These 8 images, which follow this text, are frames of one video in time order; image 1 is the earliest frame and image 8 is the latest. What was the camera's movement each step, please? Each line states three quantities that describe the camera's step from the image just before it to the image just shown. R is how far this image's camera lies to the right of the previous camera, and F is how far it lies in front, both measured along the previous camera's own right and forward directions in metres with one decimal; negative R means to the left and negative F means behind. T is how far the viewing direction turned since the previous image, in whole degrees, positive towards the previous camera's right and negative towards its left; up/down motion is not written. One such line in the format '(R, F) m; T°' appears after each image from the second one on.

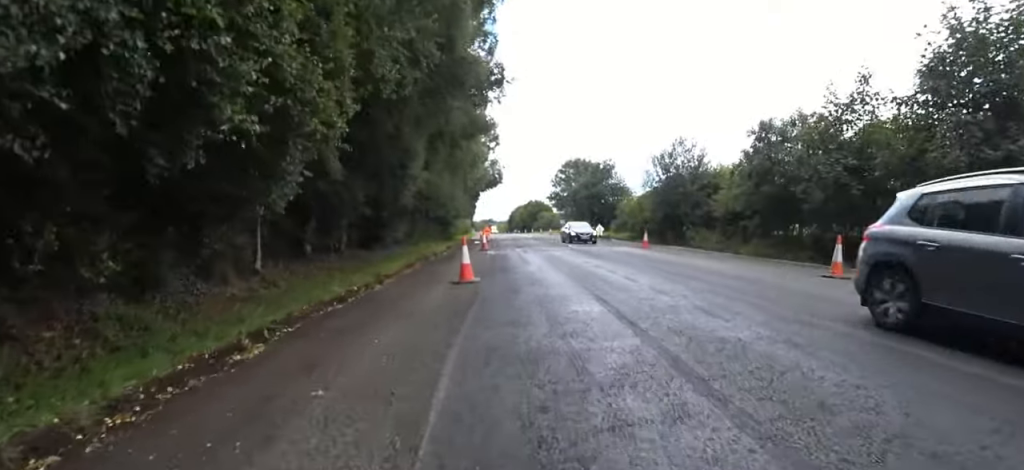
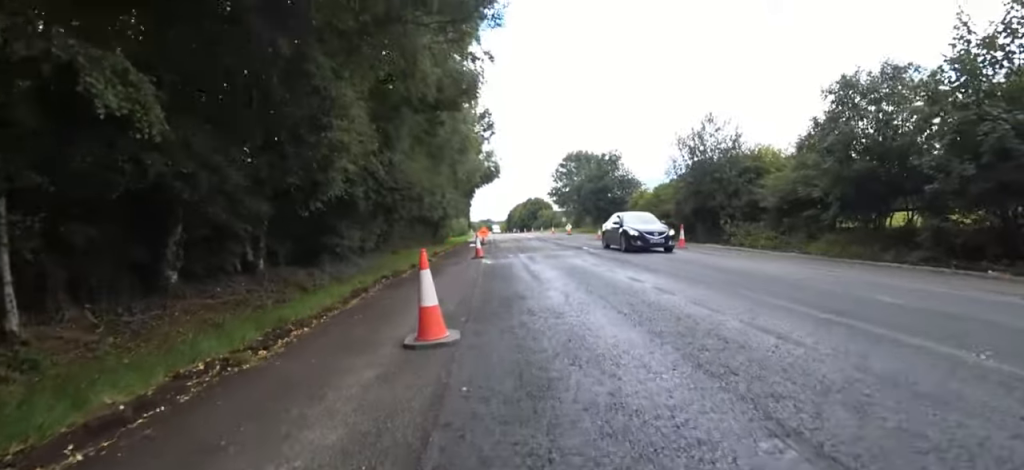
(+0.2, +5.0) m; -7°
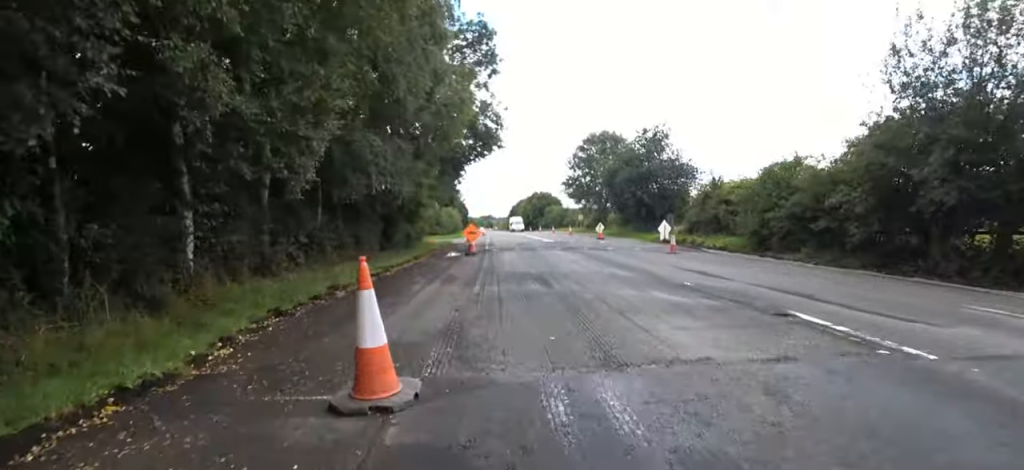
(-1.0, +14.5) m; +5°
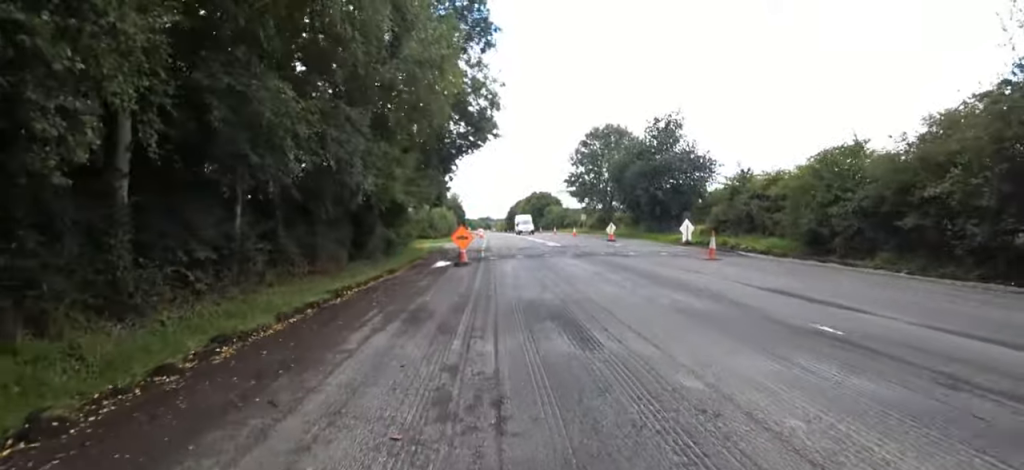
(+0.6, +3.4) m; 0°
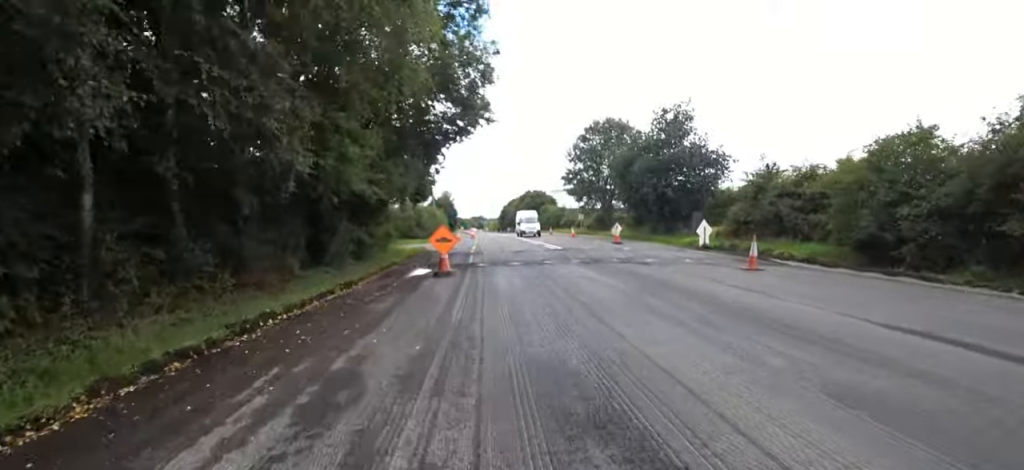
(-0.6, +2.8) m; -6°
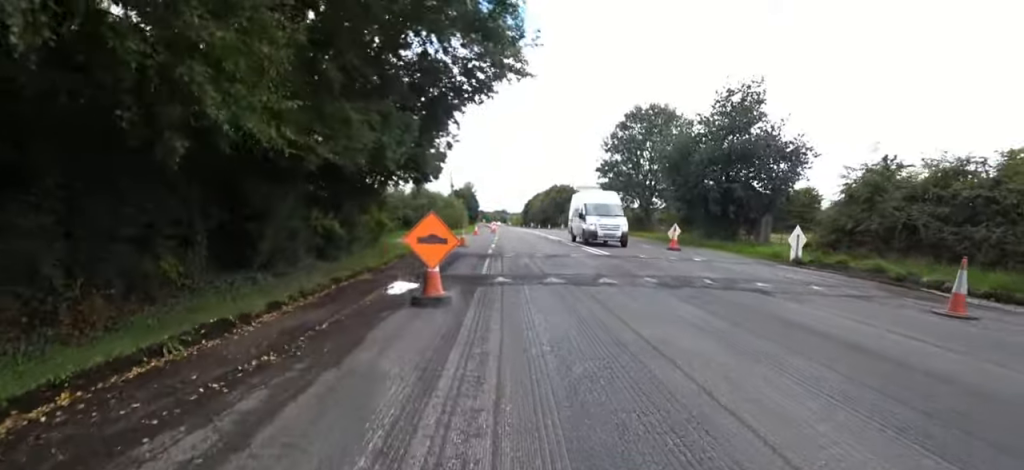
(-0.5, +5.1) m; -4°
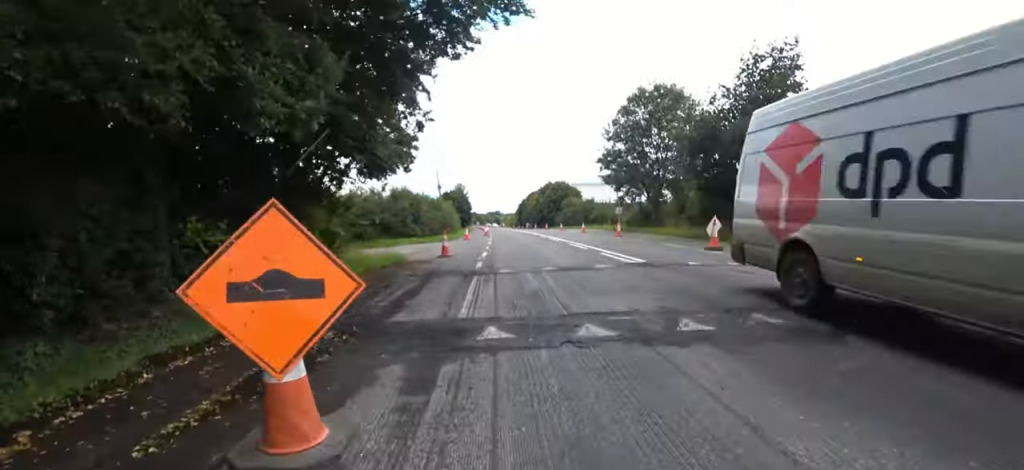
(0.0, +4.2) m; +3°
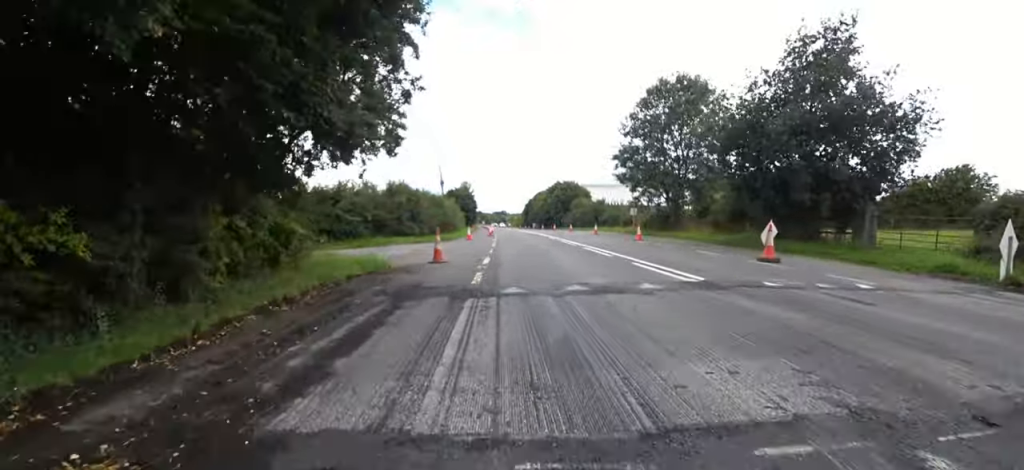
(+0.1, +2.8) m; +5°
